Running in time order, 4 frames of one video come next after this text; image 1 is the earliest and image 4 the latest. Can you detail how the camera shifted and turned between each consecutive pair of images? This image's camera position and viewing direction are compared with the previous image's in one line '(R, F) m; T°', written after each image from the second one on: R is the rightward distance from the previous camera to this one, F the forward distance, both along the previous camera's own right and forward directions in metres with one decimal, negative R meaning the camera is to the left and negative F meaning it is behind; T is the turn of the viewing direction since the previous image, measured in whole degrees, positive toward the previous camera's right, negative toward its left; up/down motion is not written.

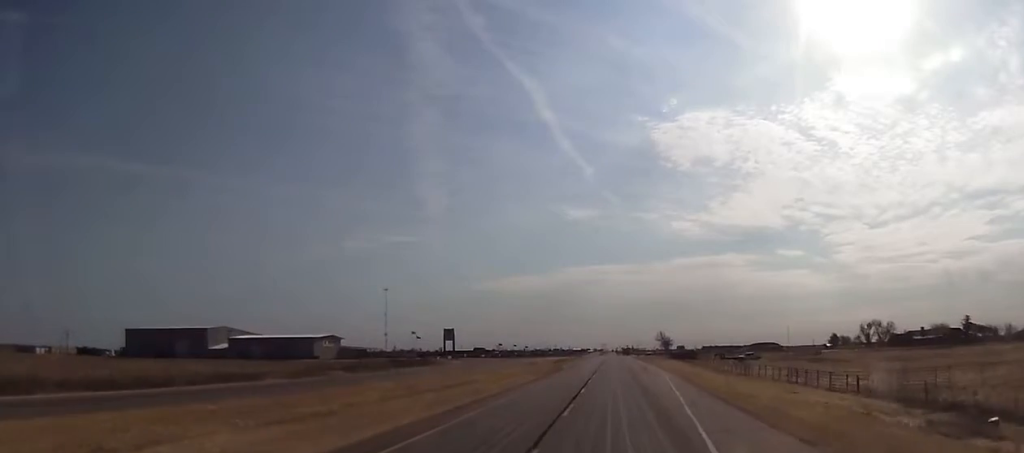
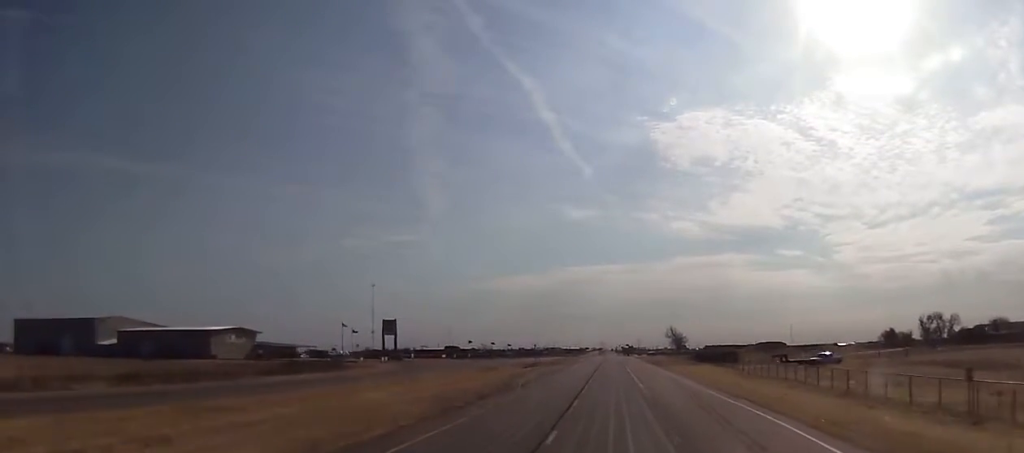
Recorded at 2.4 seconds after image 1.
(-2.1, +56.7) m; -2°
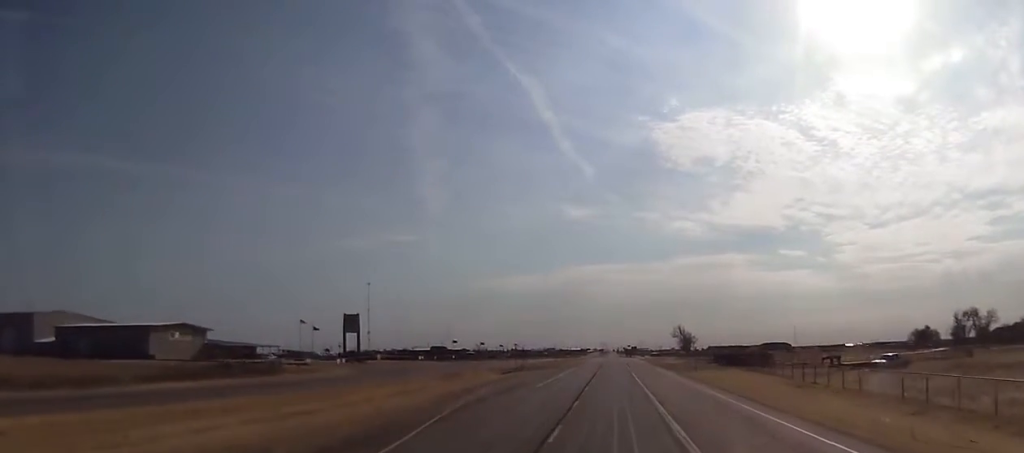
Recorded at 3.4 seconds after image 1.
(+0.4, +24.1) m; 0°
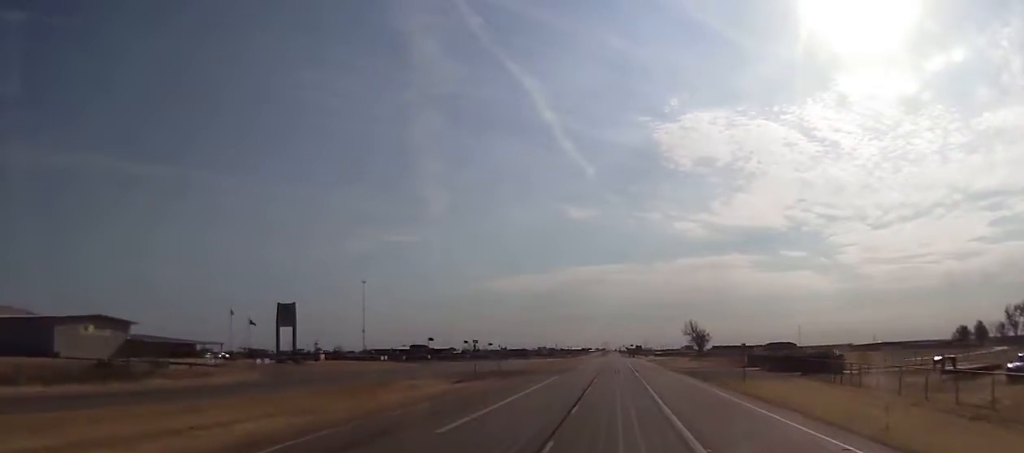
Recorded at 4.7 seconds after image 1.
(-0.4, +28.4) m; -1°
